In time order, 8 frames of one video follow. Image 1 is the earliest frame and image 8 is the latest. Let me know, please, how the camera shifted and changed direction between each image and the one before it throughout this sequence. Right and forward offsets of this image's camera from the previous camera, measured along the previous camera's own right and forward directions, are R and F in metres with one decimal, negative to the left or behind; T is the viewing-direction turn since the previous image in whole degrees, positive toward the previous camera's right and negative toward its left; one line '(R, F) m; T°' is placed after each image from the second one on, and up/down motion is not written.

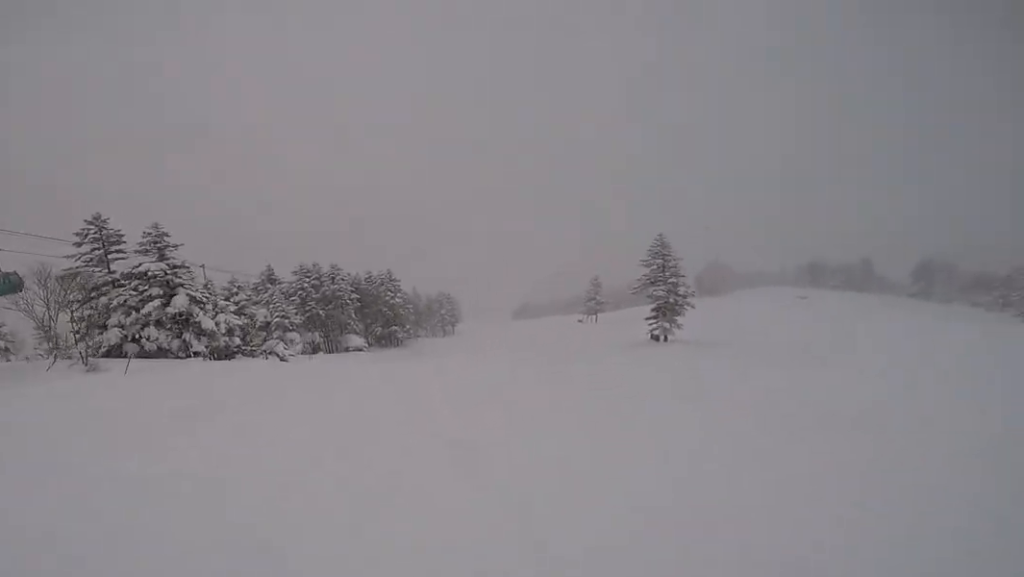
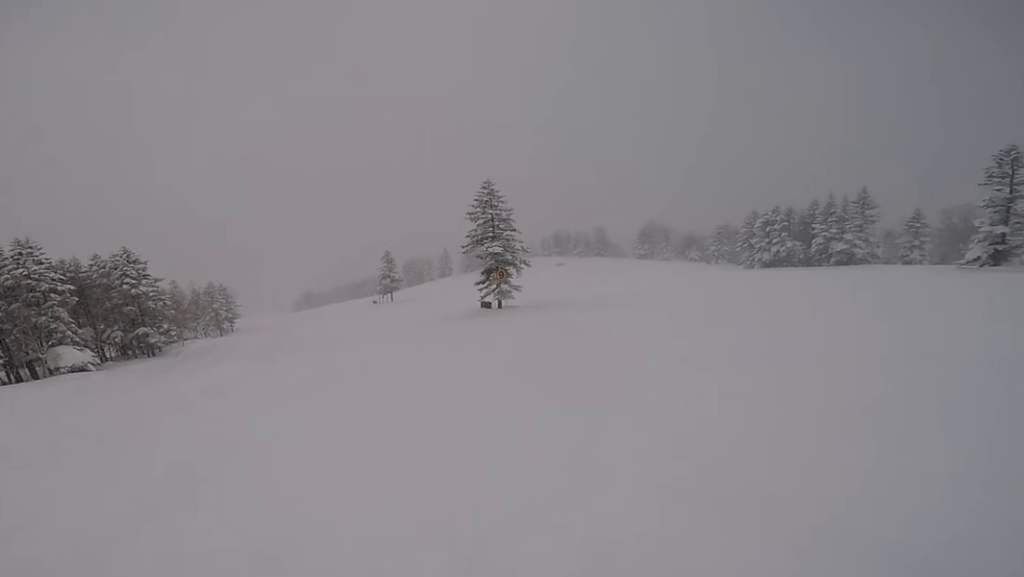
(+1.3, +9.4) m; +20°
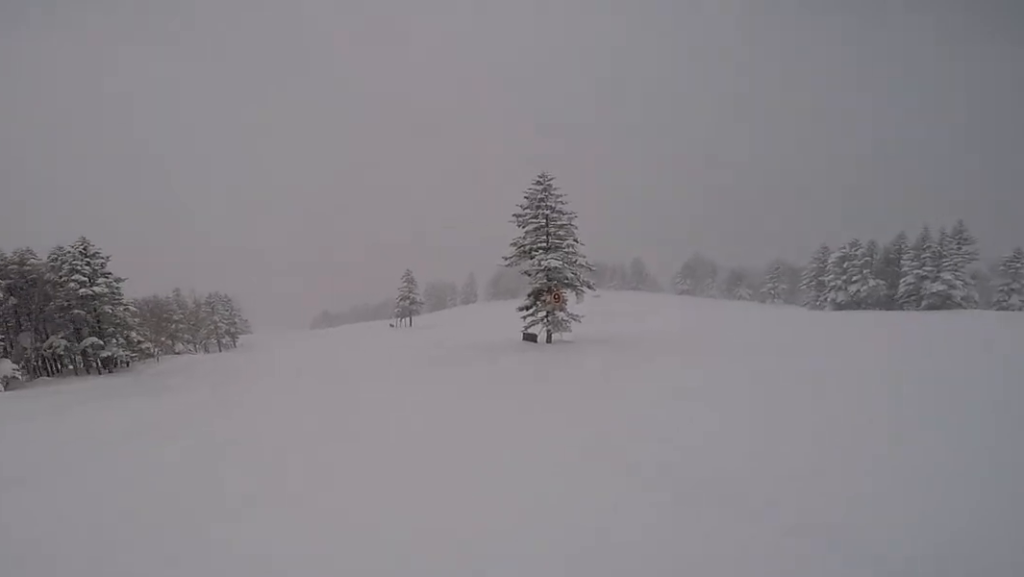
(+0.8, +6.8) m; +7°
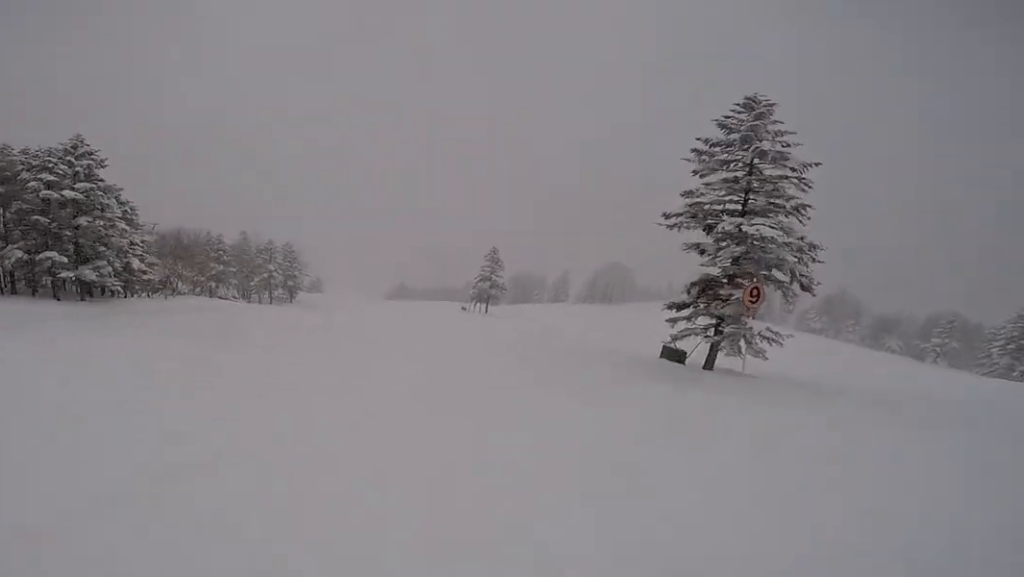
(-0.2, +7.9) m; 0°
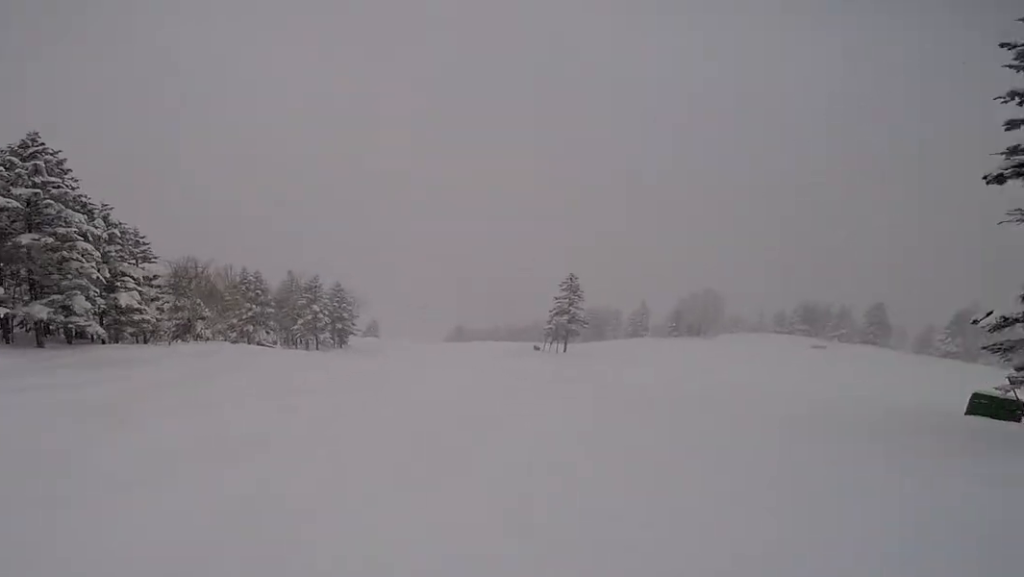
(+0.5, +6.3) m; 0°
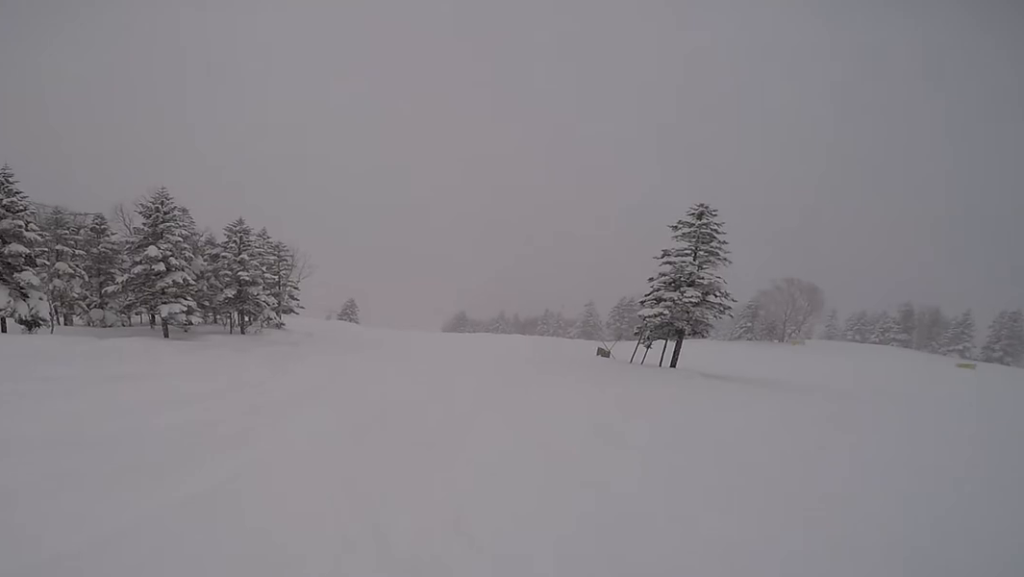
(-2.0, +23.8) m; -10°
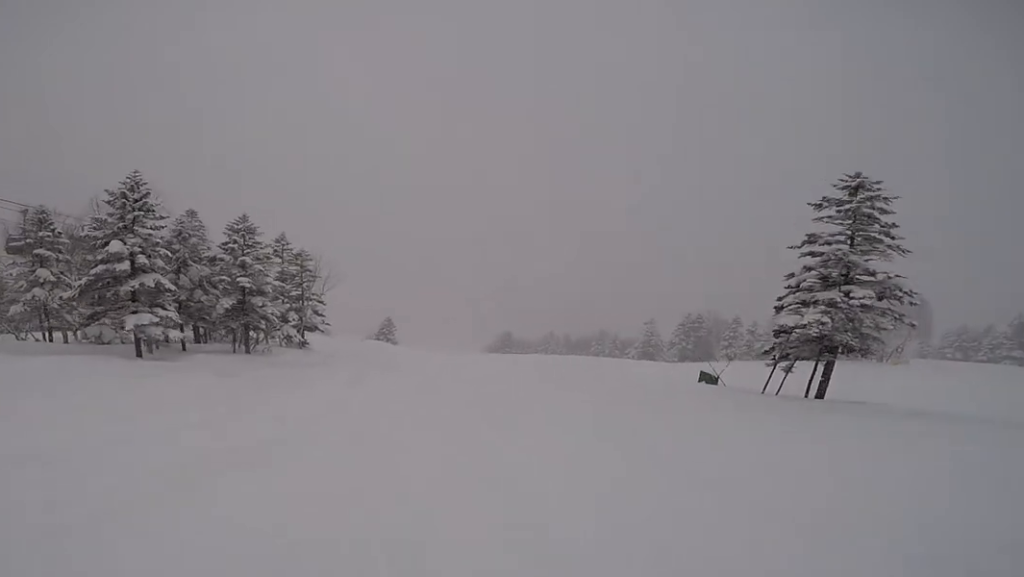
(-0.1, +5.7) m; -3°
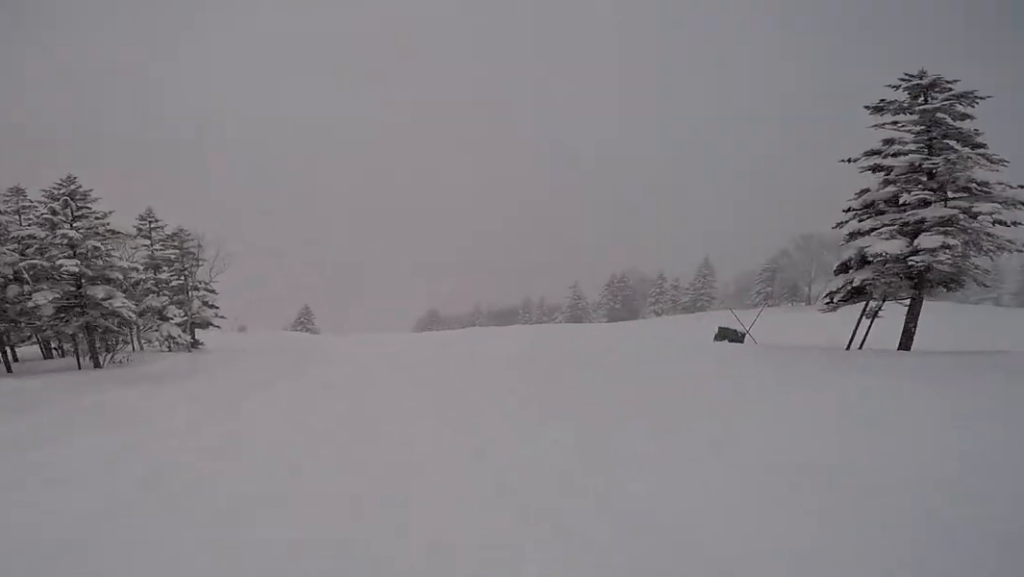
(-0.8, +6.1) m; 0°
